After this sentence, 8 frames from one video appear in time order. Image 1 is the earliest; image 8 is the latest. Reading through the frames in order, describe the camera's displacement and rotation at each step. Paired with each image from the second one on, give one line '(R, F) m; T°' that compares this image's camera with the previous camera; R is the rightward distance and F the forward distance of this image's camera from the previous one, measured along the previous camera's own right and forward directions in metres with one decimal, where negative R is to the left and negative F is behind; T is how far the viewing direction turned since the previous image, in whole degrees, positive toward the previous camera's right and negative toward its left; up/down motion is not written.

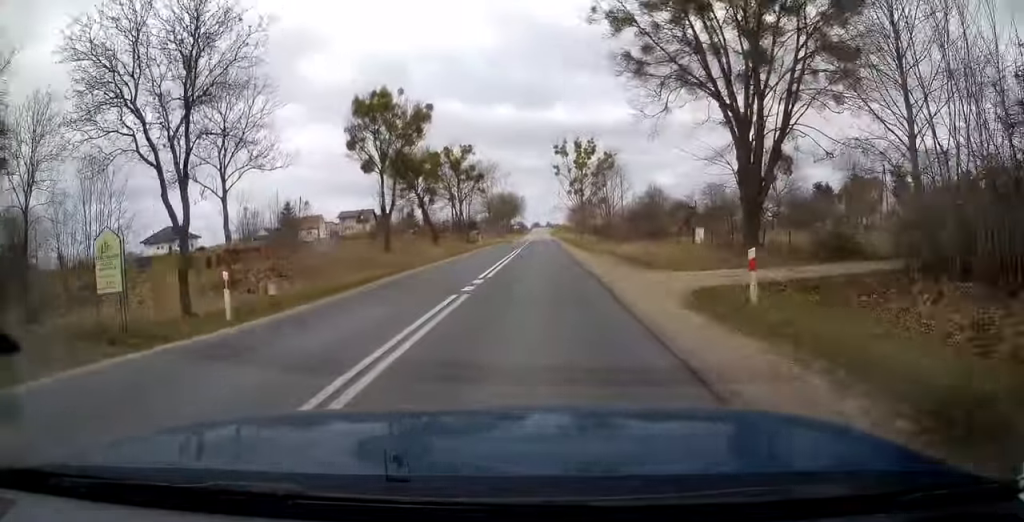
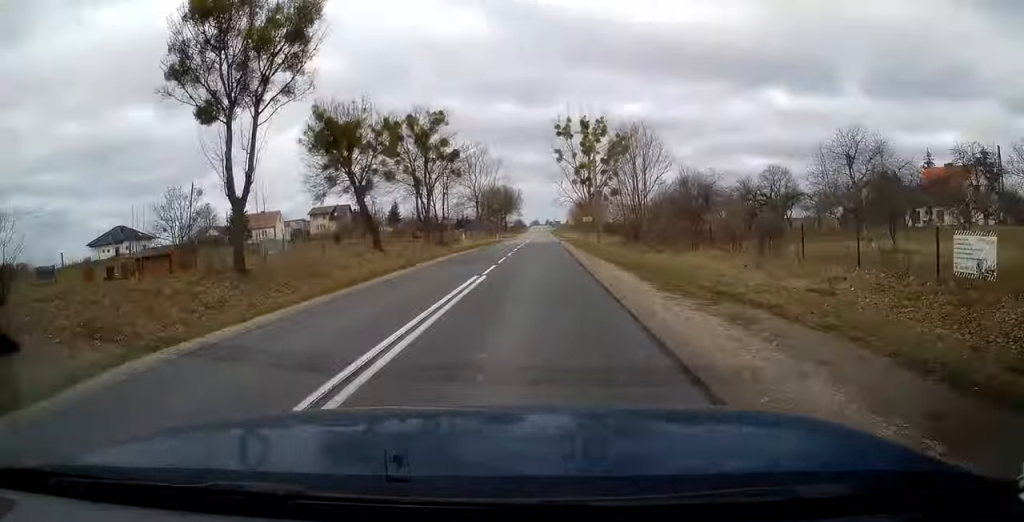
(0.0, +23.6) m; 0°
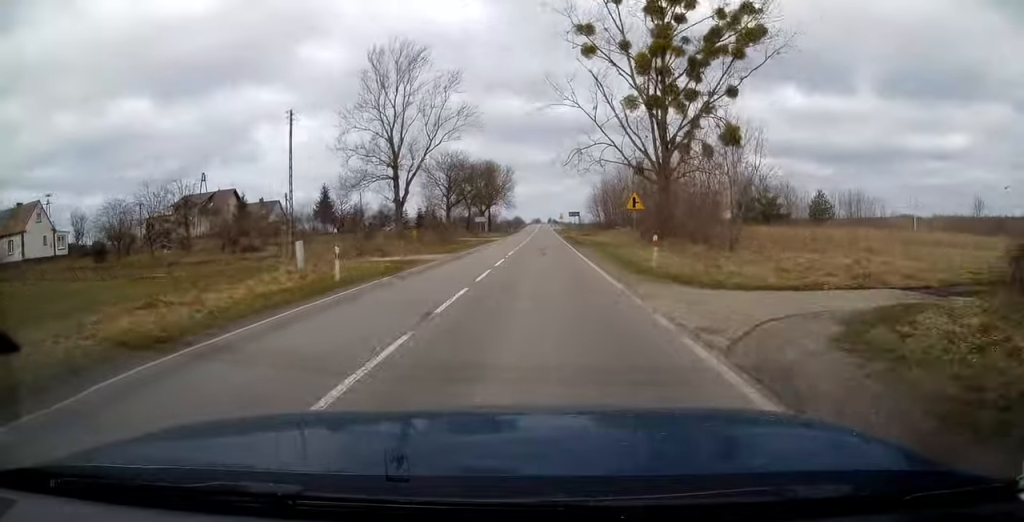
(0.0, +65.2) m; 0°
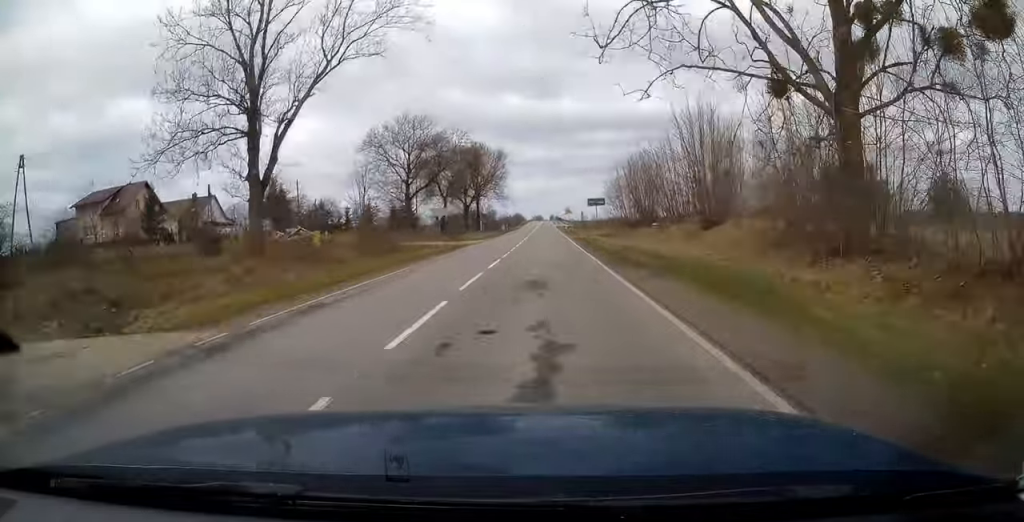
(-0.1, +26.8) m; 0°
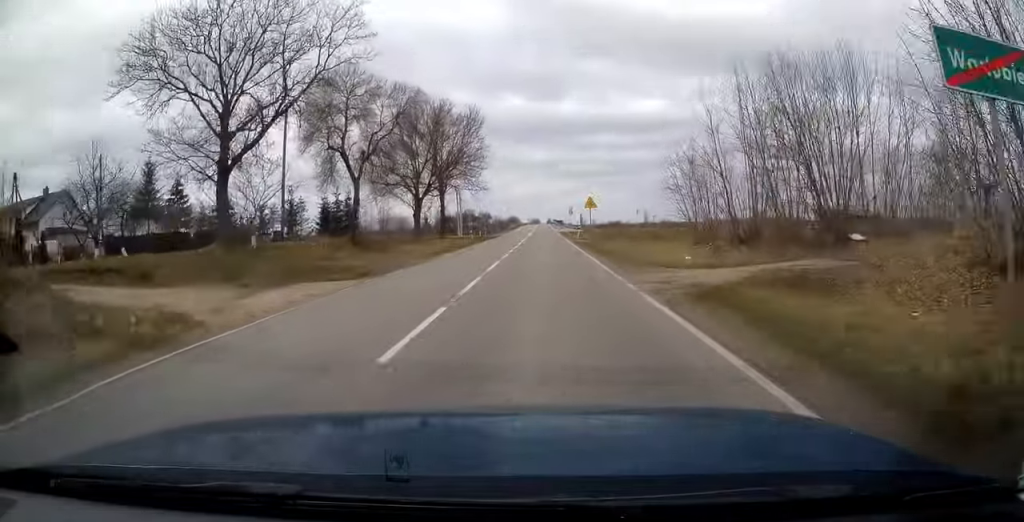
(-0.1, +37.0) m; 0°
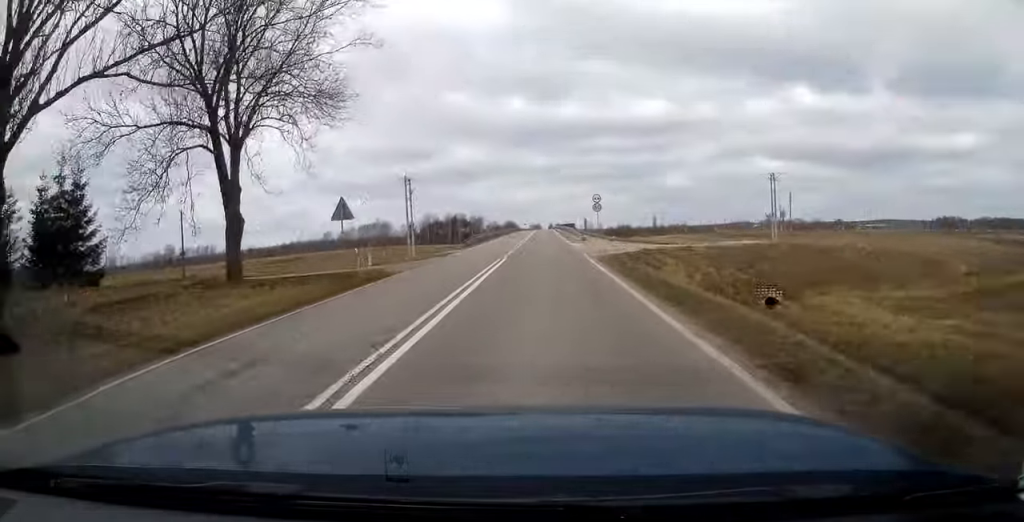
(+0.2, +52.4) m; 0°
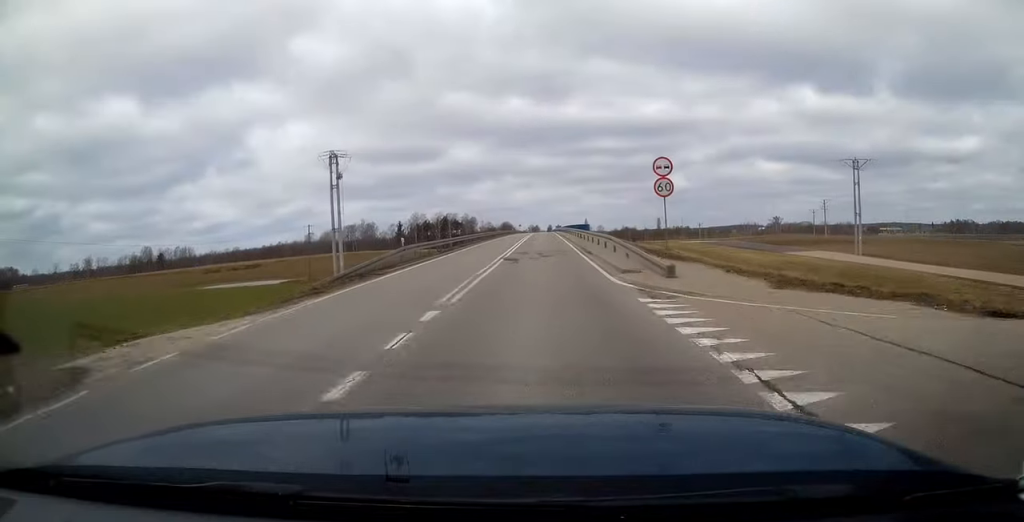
(0.0, +31.8) m; 0°
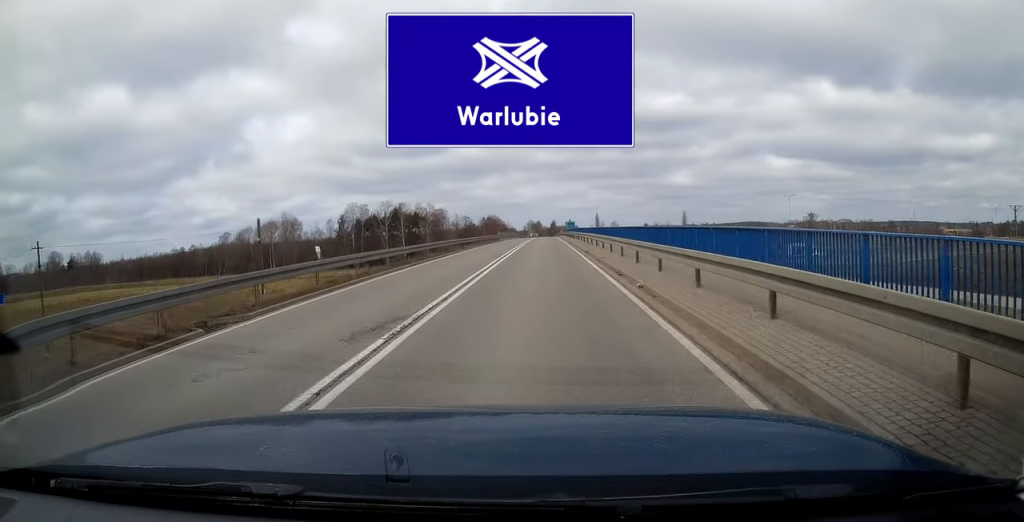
(+0.2, +112.1) m; 0°
